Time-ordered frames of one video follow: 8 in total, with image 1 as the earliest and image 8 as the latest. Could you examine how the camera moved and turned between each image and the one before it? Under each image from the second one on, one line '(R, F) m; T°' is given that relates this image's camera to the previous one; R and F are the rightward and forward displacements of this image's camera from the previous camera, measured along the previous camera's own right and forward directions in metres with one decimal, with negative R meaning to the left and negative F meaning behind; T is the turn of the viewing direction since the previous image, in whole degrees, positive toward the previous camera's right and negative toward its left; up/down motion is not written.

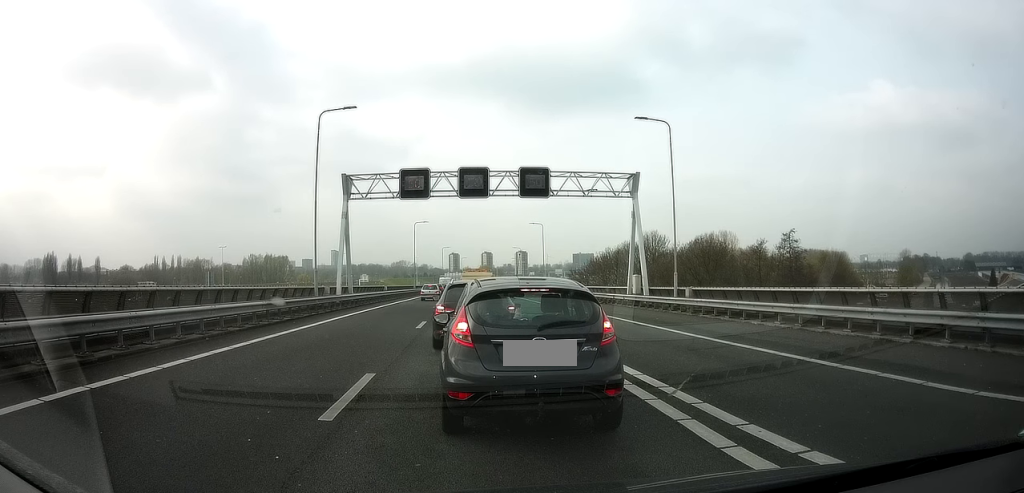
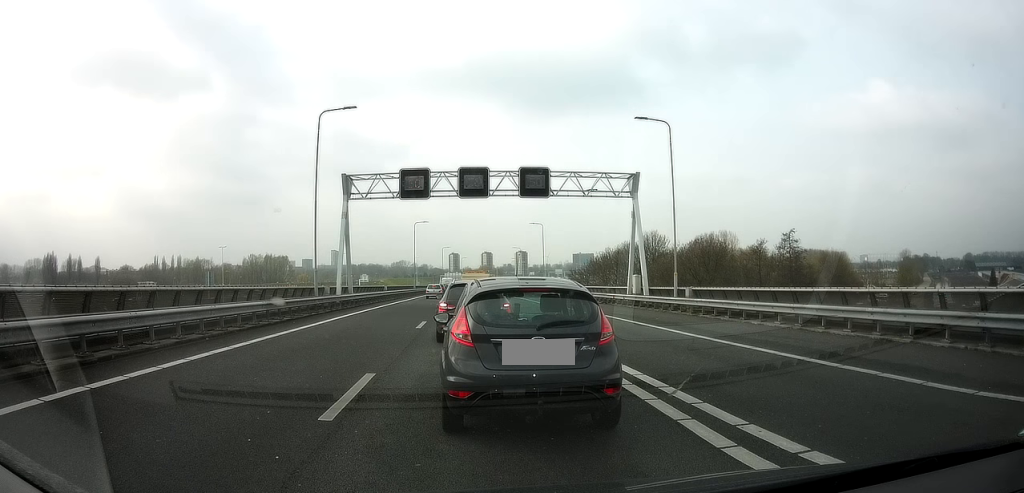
(0.0, 0.0) m; 0°
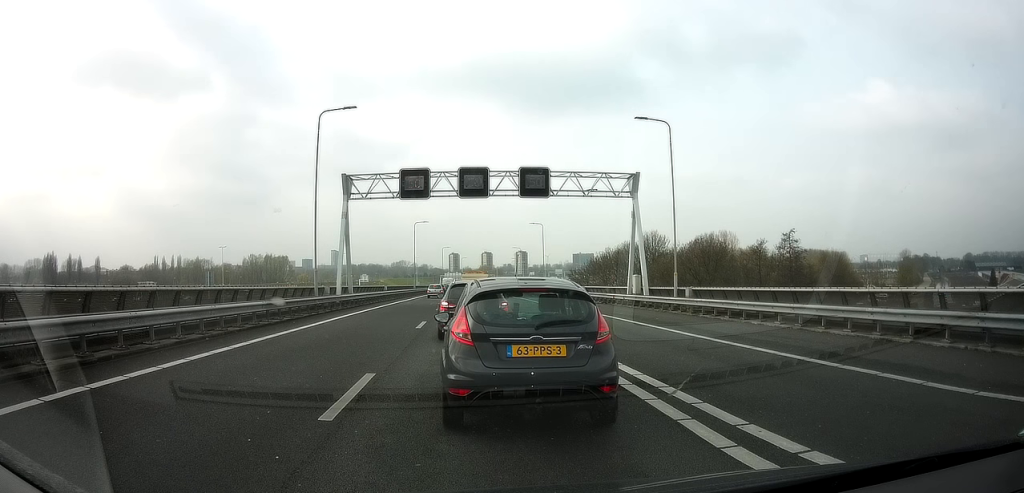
(0.0, 0.0) m; 0°
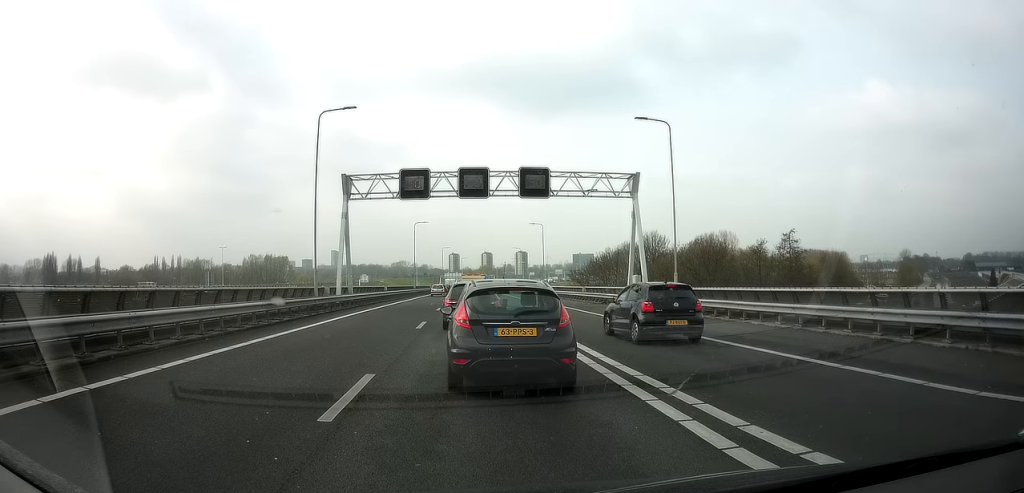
(0.0, 0.0) m; 0°
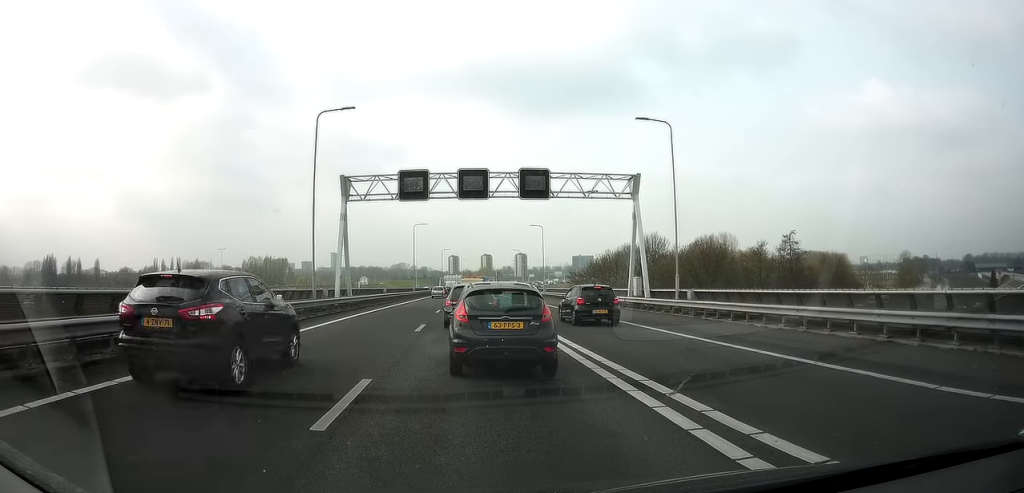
(-0.1, +0.1) m; 0°
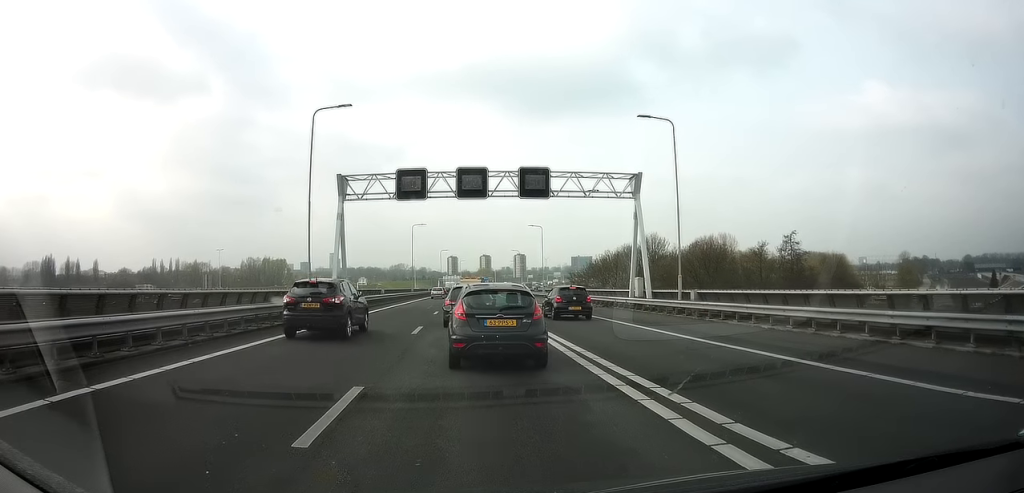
(-0.1, +0.3) m; 0°
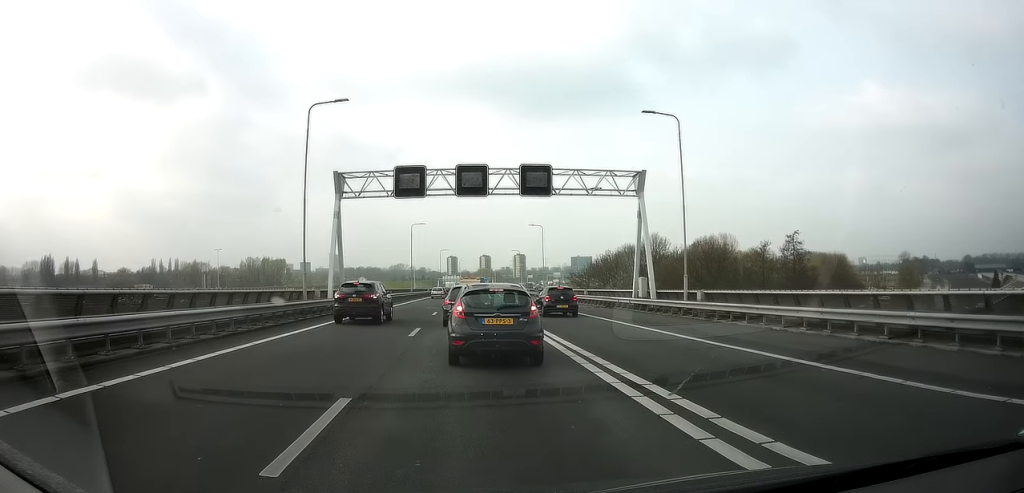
(0.0, +0.7) m; 0°
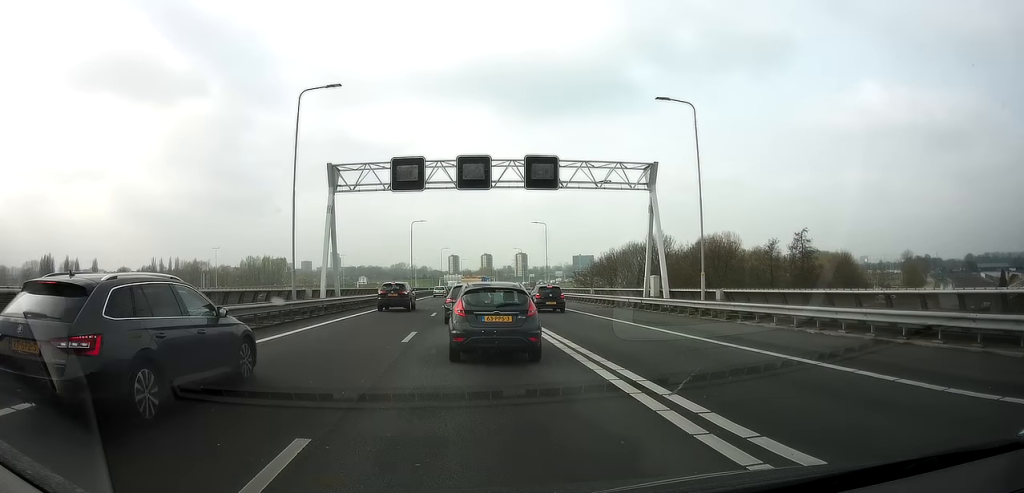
(0.0, +1.7) m; -1°
